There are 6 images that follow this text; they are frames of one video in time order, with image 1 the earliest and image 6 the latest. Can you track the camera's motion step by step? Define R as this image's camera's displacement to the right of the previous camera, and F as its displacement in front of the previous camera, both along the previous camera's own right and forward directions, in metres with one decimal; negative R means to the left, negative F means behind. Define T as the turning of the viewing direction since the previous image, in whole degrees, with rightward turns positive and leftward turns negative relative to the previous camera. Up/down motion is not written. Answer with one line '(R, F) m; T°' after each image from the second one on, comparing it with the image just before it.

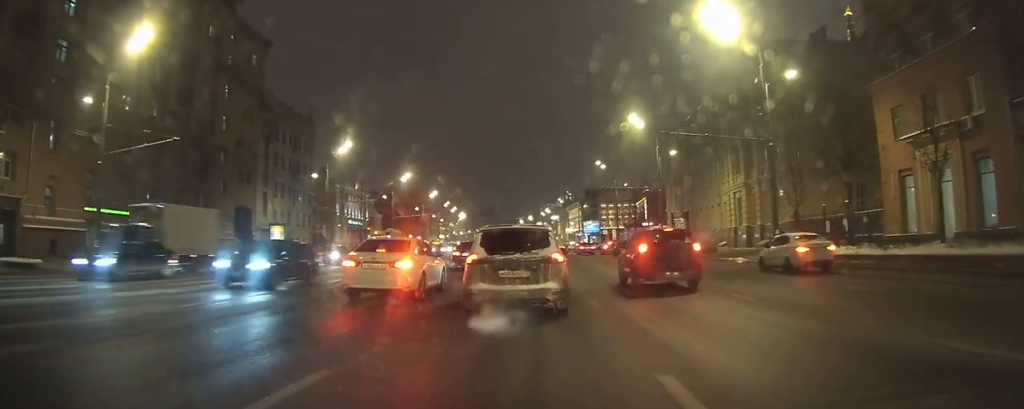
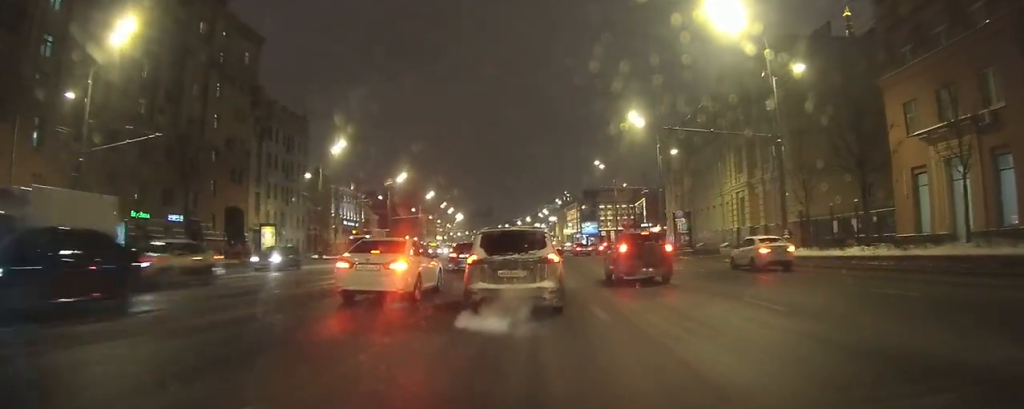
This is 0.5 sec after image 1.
(-0.2, +1.5) m; -3°
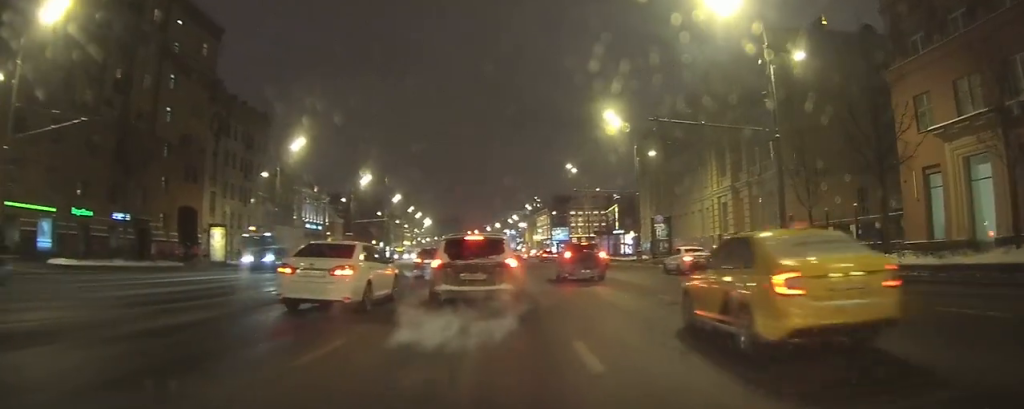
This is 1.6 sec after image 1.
(+0.3, +3.2) m; +6°
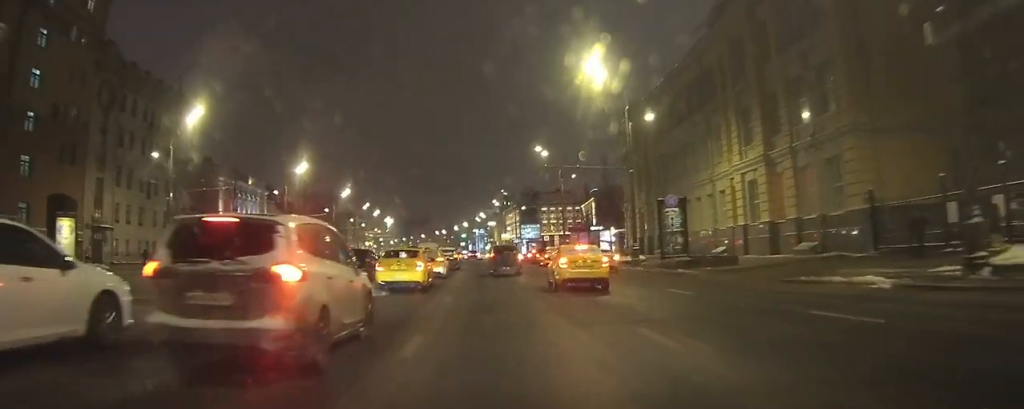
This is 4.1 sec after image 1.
(0.0, +11.9) m; -1°
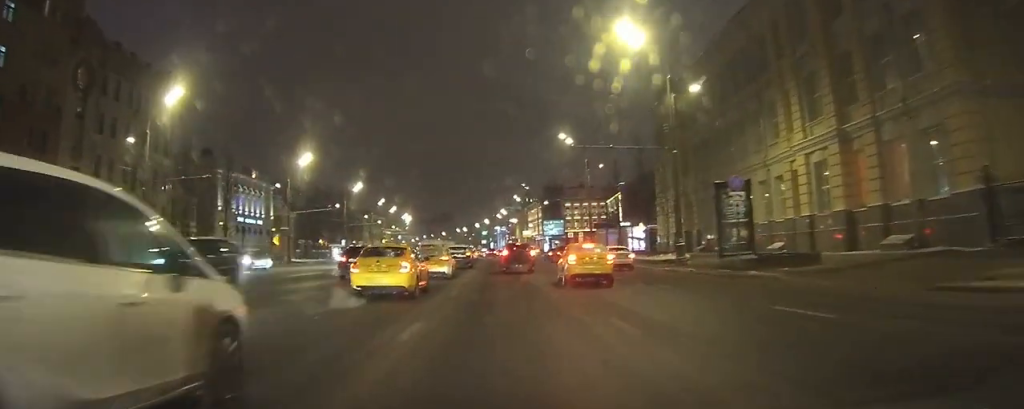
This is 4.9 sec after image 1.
(-0.1, +6.1) m; 0°
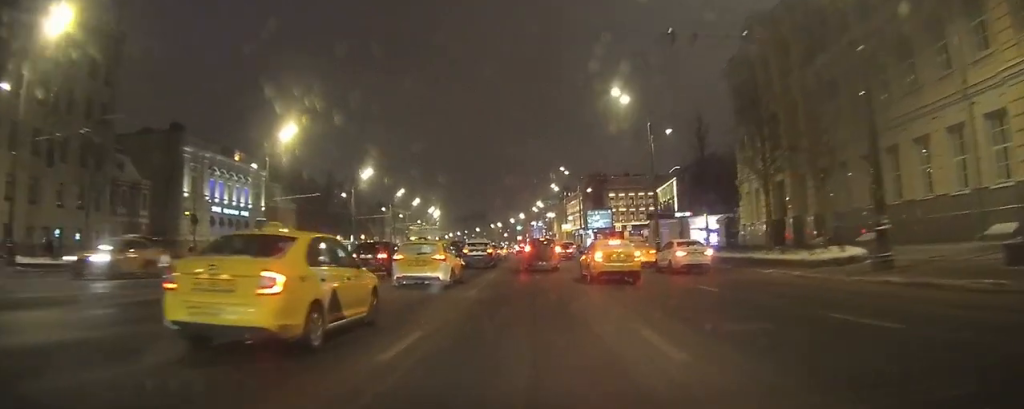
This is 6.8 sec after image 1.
(+0.1, +16.5) m; 0°
